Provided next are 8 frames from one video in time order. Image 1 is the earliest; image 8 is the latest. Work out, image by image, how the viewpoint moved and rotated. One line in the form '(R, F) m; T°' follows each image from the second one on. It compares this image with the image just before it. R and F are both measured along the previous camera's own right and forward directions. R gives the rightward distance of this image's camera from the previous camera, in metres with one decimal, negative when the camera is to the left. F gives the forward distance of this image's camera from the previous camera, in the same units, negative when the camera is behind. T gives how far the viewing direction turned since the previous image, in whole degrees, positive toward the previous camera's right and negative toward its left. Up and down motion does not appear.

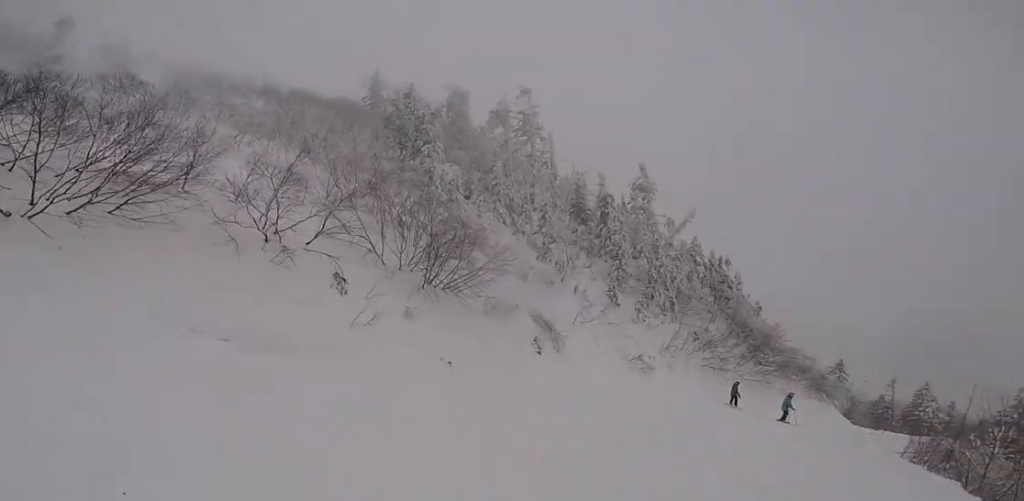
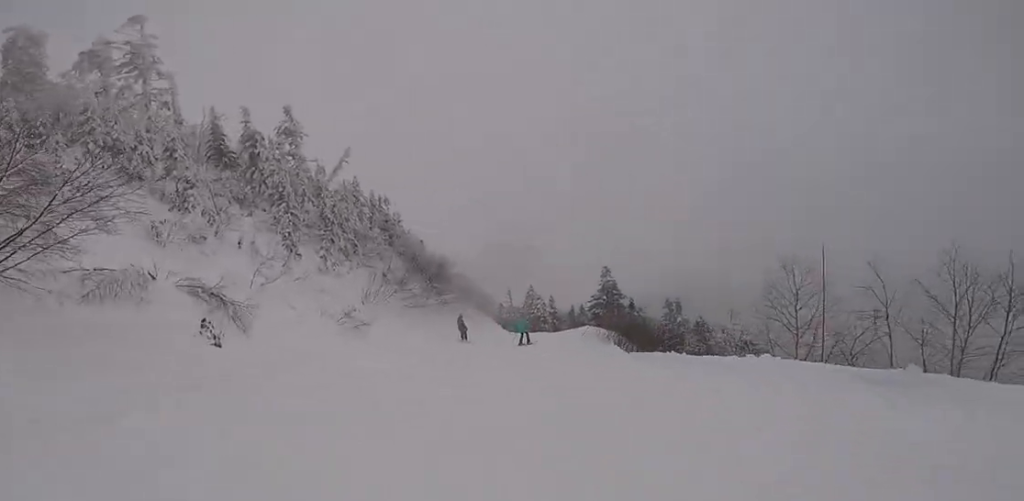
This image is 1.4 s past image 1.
(+1.5, +7.7) m; +20°
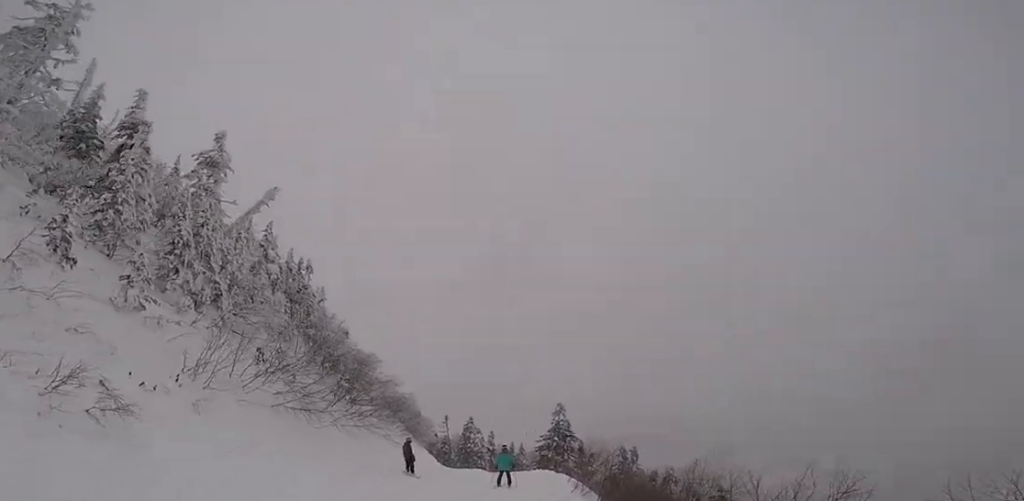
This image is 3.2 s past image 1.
(+2.6, +9.1) m; +22°
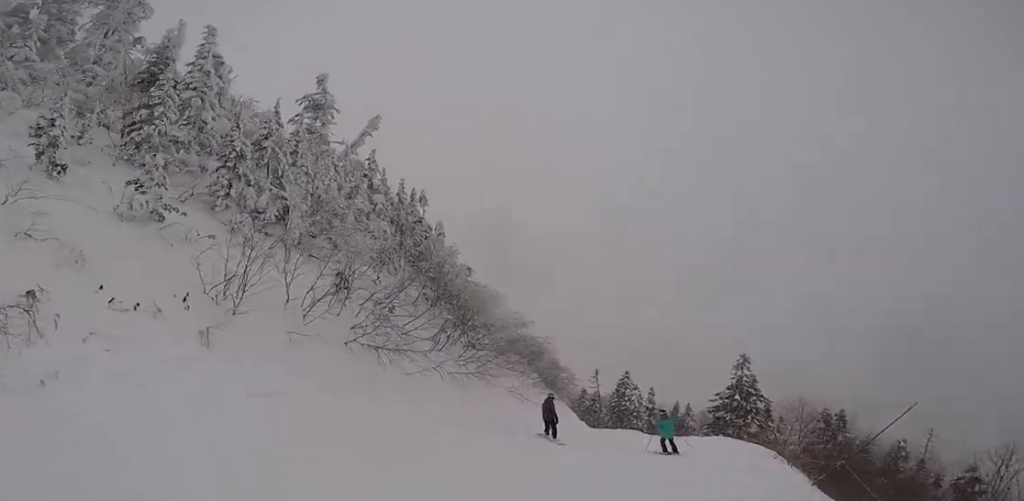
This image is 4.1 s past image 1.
(0.0, +3.7) m; -8°
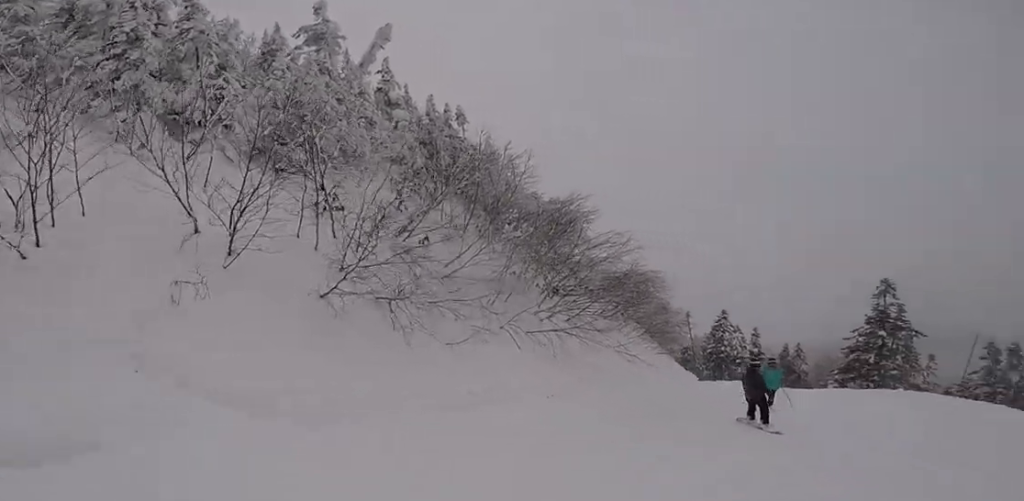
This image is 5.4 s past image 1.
(-0.9, +4.9) m; -4°
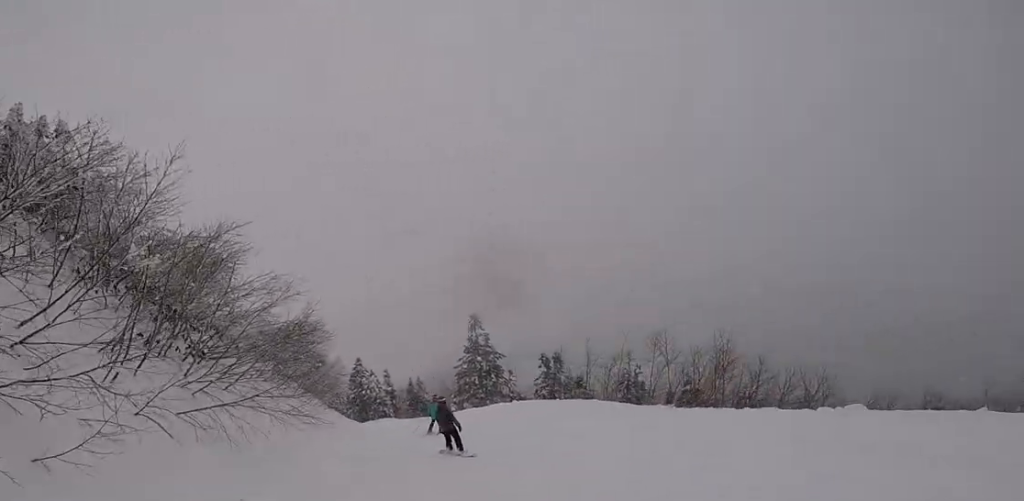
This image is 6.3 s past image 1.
(+0.2, +3.3) m; +12°
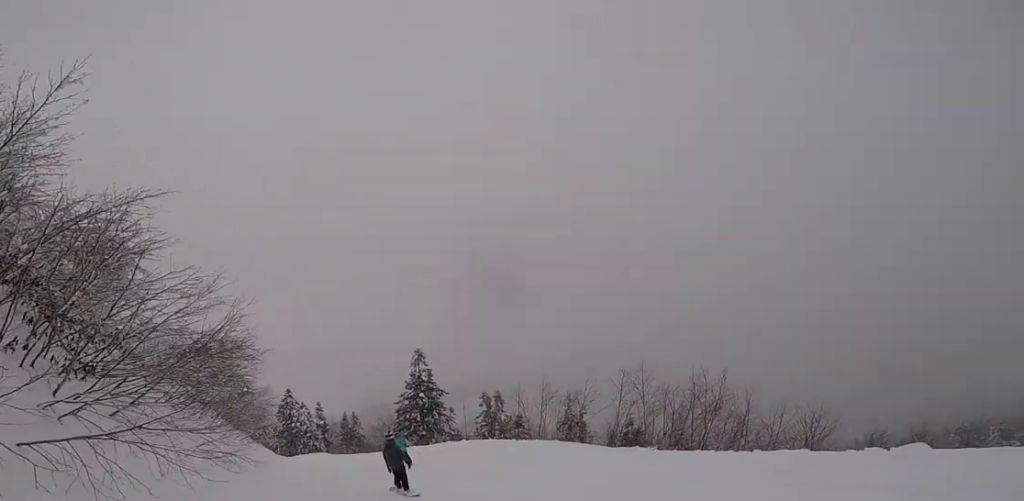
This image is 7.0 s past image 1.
(+0.2, +2.8) m; +13°
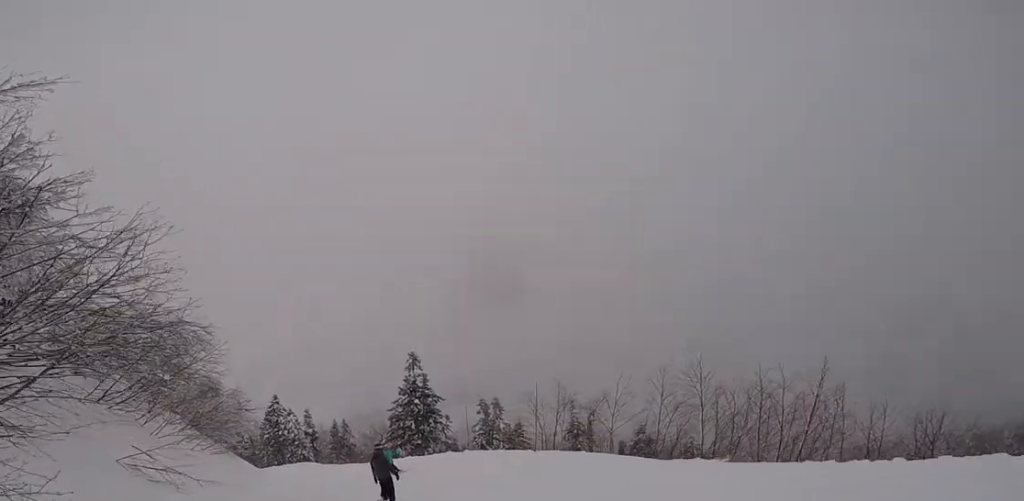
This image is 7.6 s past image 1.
(+0.4, +2.9) m; +5°
